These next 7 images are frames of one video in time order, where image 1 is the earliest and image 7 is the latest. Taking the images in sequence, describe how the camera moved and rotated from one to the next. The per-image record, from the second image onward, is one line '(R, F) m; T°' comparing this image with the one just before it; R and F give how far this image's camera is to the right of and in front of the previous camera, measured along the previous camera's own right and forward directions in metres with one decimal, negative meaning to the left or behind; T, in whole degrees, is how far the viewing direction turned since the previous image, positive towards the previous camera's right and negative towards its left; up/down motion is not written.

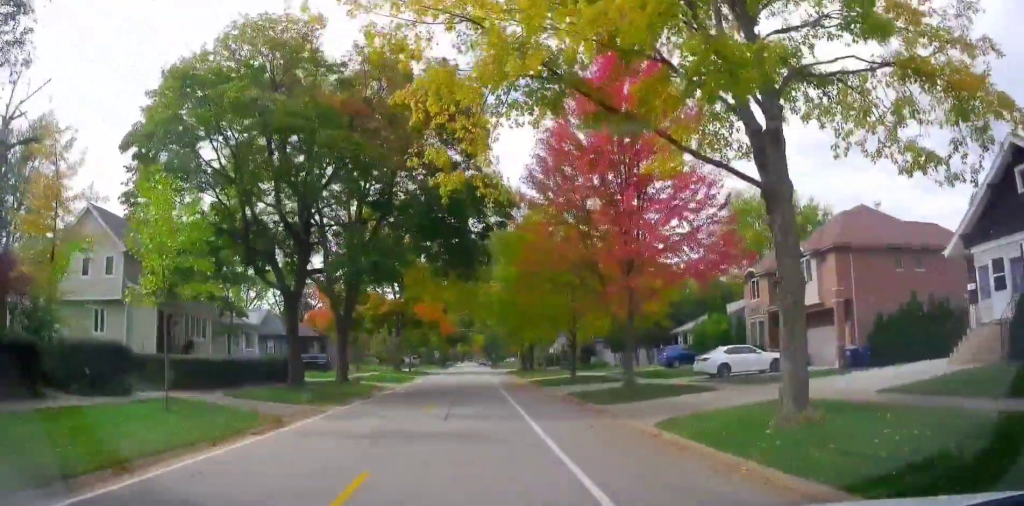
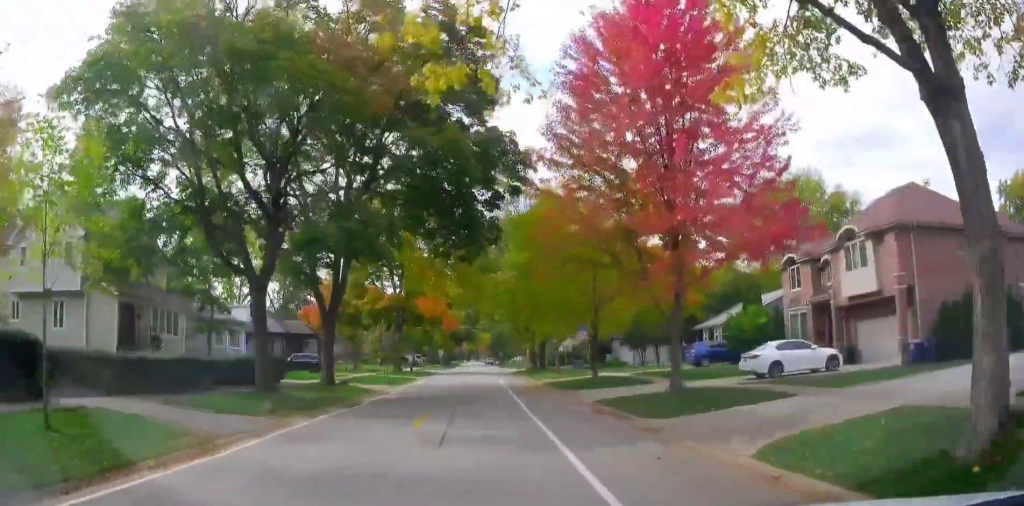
(-0.1, +4.7) m; -1°
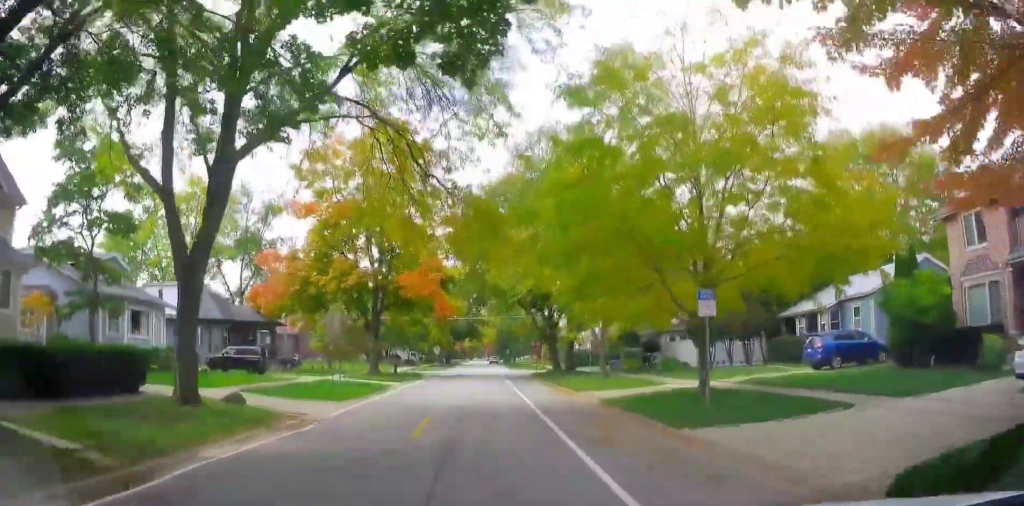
(-0.2, +15.8) m; 0°
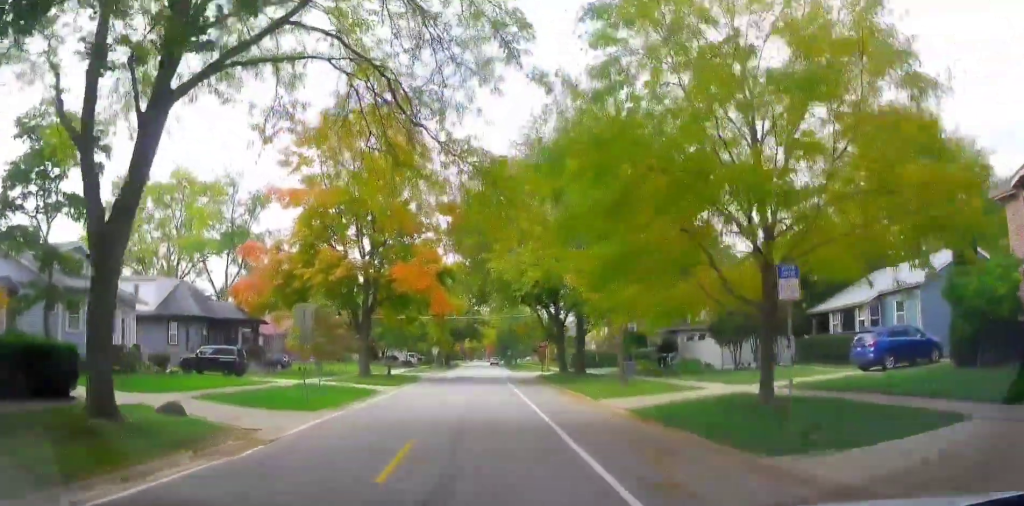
(0.0, +3.8) m; 0°
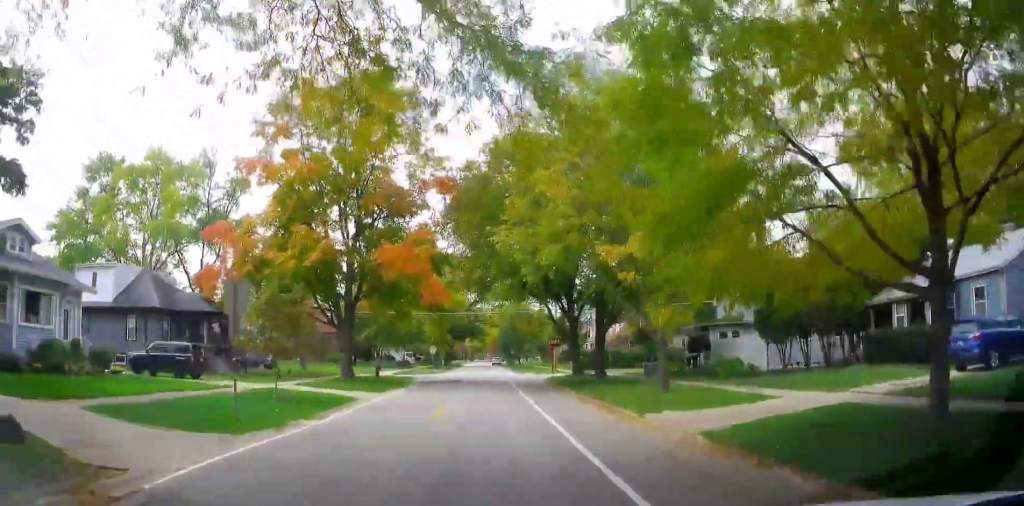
(0.0, +5.6) m; 0°
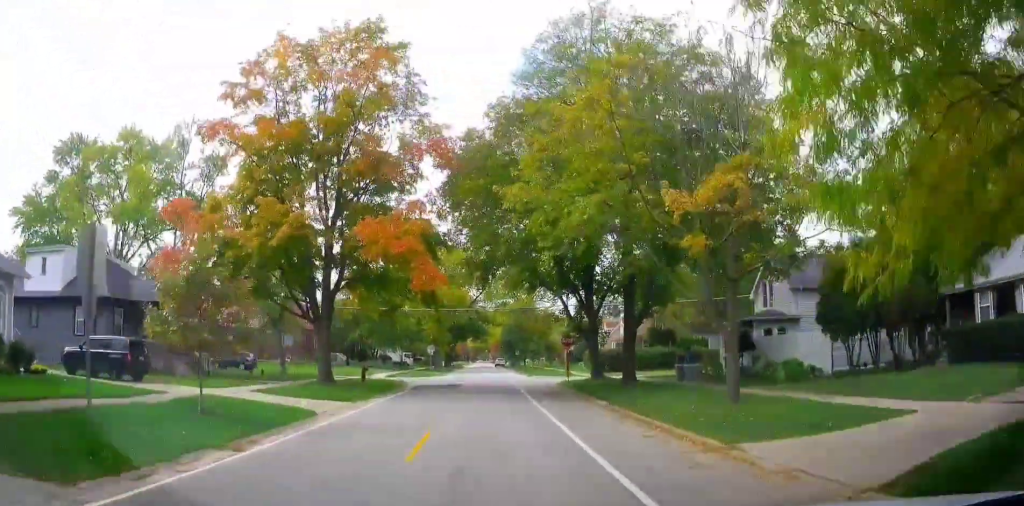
(0.0, +5.5) m; -1°
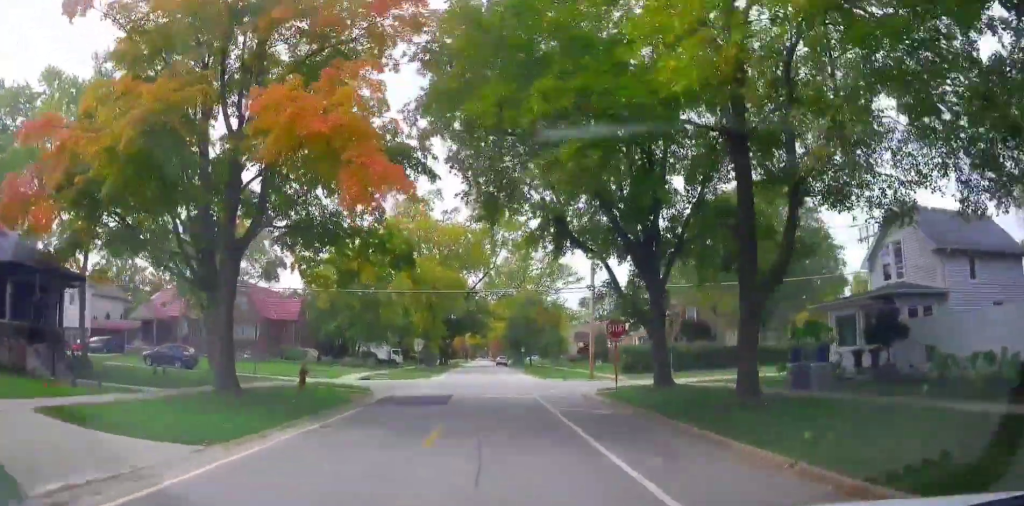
(-0.1, +10.6) m; +2°
